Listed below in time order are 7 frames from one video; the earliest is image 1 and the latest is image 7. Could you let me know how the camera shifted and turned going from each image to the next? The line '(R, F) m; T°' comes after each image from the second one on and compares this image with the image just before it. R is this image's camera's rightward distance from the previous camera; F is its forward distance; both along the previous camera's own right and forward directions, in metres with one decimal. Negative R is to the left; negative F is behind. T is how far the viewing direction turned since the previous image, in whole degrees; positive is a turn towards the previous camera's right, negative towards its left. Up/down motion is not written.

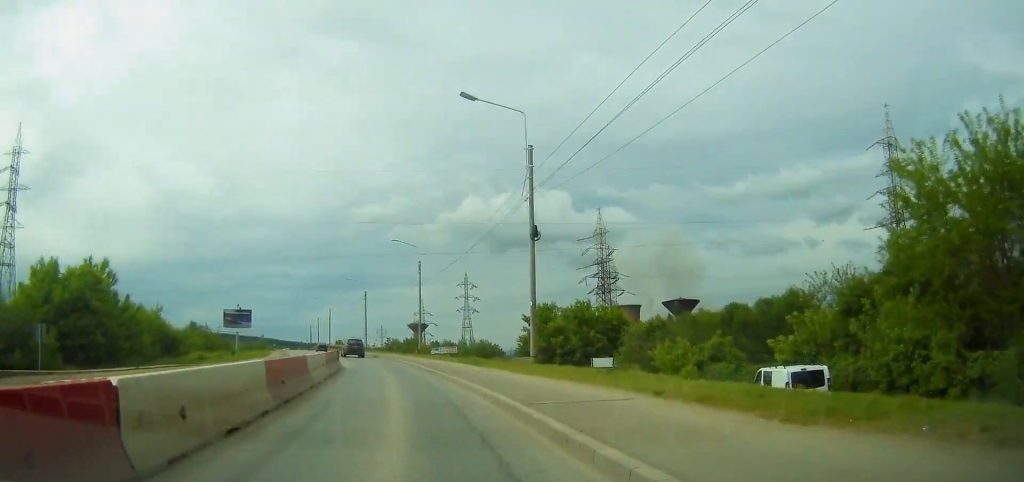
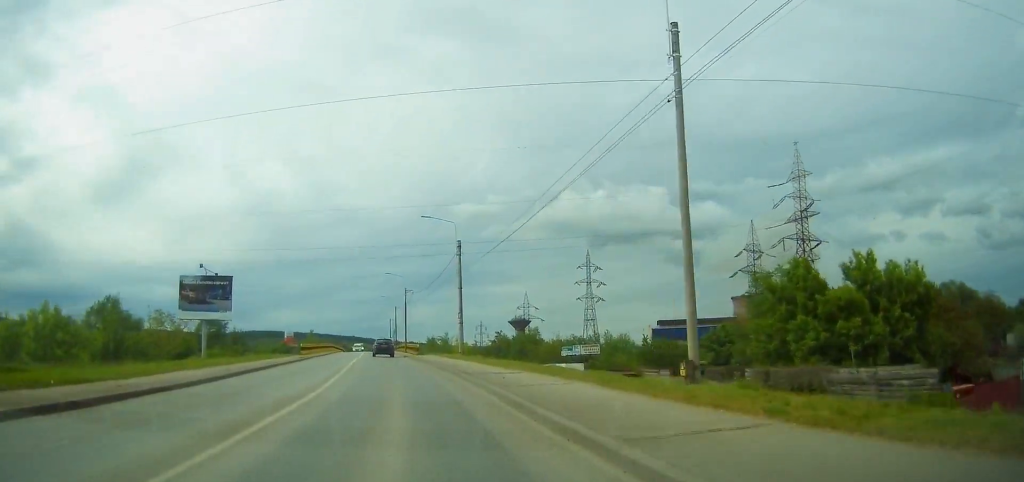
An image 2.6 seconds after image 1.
(-3.9, +44.7) m; -8°
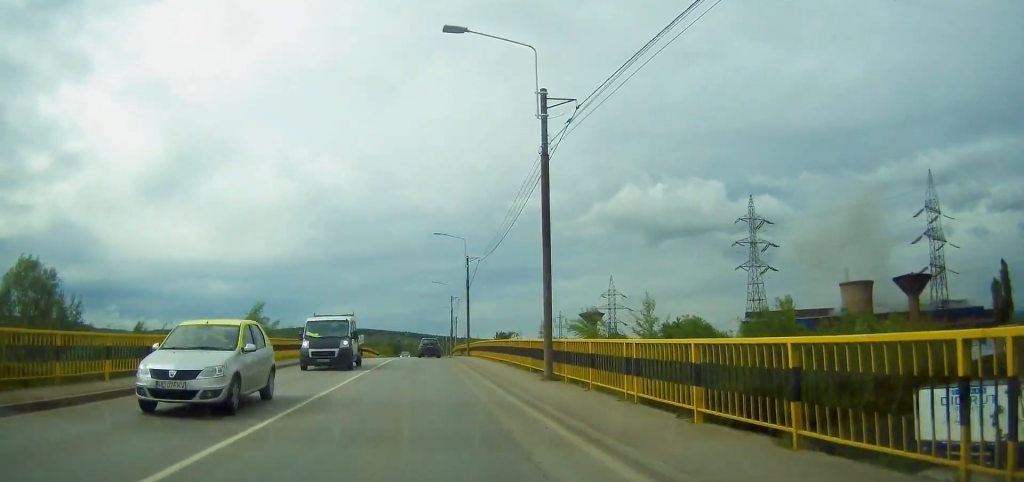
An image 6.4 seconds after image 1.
(-2.5, +64.4) m; -3°
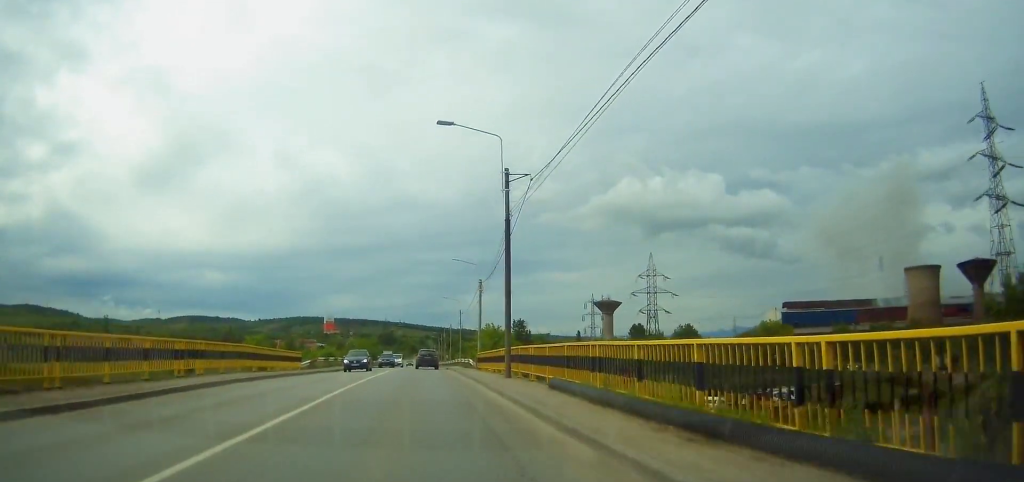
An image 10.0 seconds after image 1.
(-0.3, +62.2) m; 0°
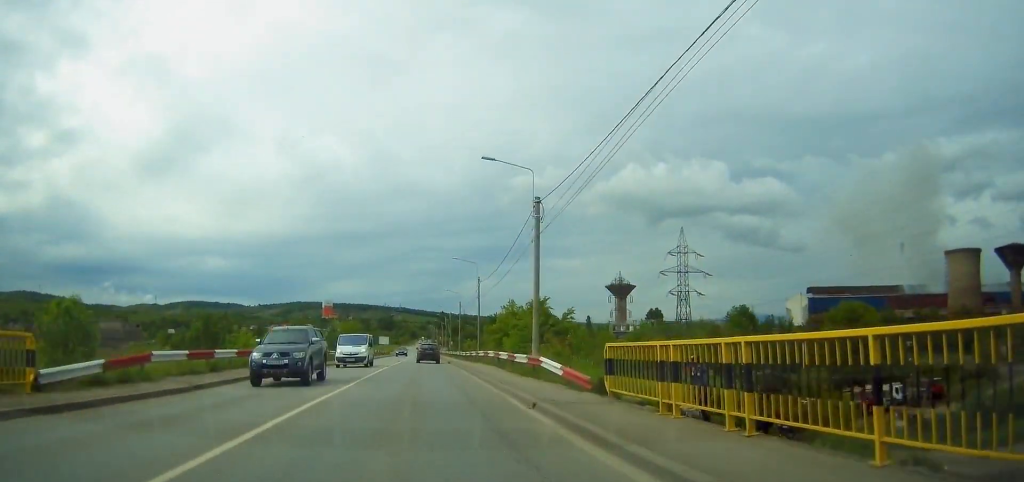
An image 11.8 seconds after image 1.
(0.0, +30.6) m; 0°
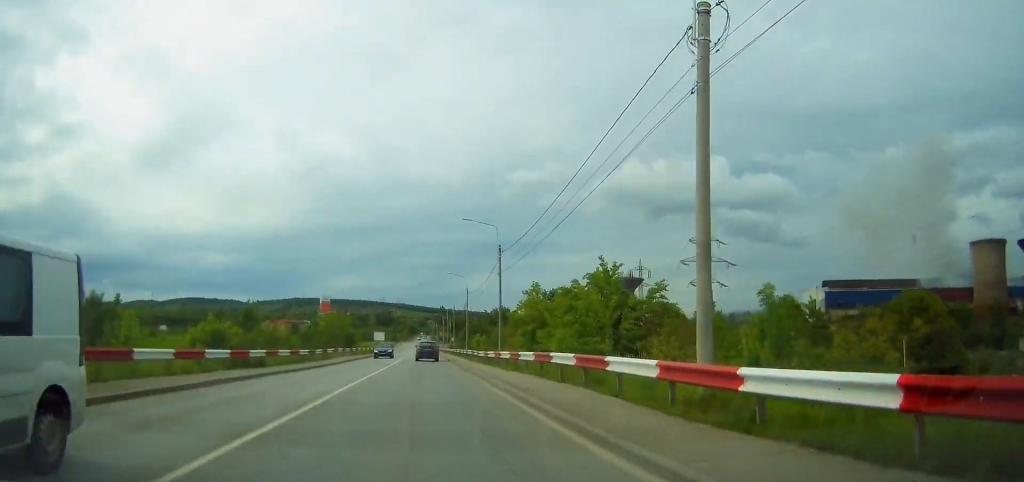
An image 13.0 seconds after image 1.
(0.0, +19.3) m; 0°
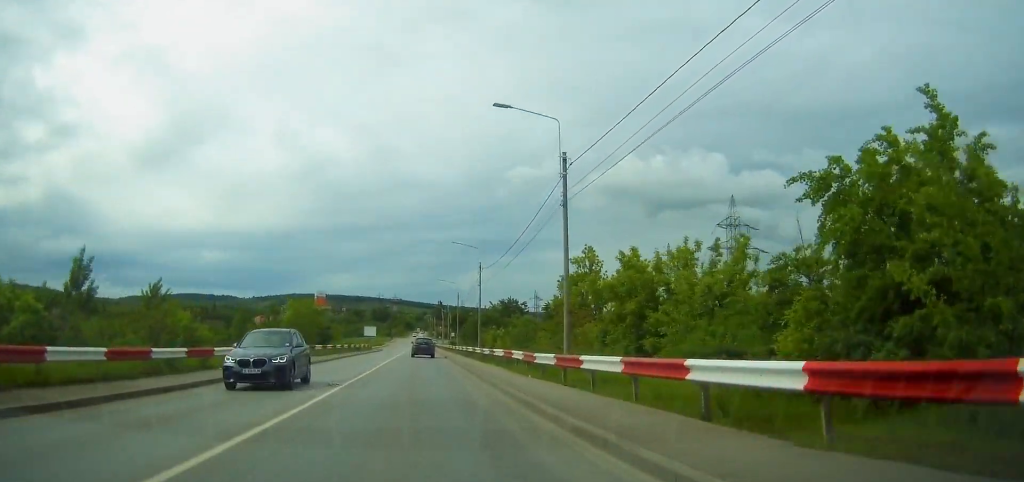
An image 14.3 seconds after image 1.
(+0.1, +22.8) m; 0°
